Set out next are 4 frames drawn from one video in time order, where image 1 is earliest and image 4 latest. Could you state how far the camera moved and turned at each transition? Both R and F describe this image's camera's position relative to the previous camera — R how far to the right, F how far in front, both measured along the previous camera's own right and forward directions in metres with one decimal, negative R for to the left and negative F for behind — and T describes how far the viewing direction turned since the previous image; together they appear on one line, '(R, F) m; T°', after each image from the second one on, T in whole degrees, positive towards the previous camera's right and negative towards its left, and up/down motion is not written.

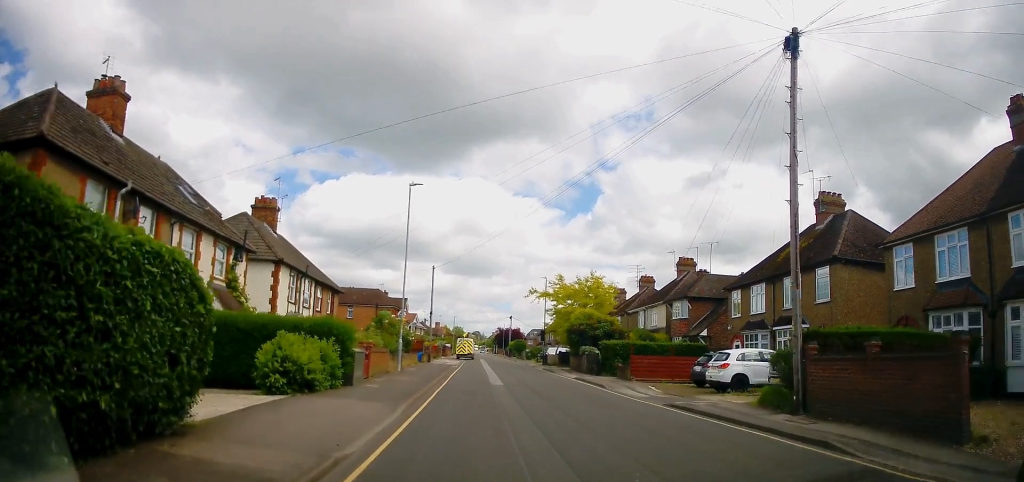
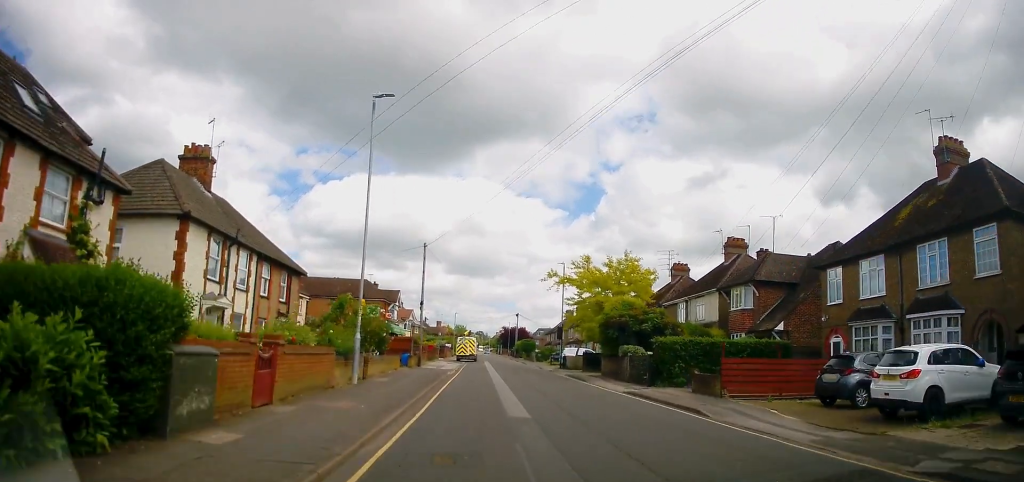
(+0.3, +10.2) m; +2°
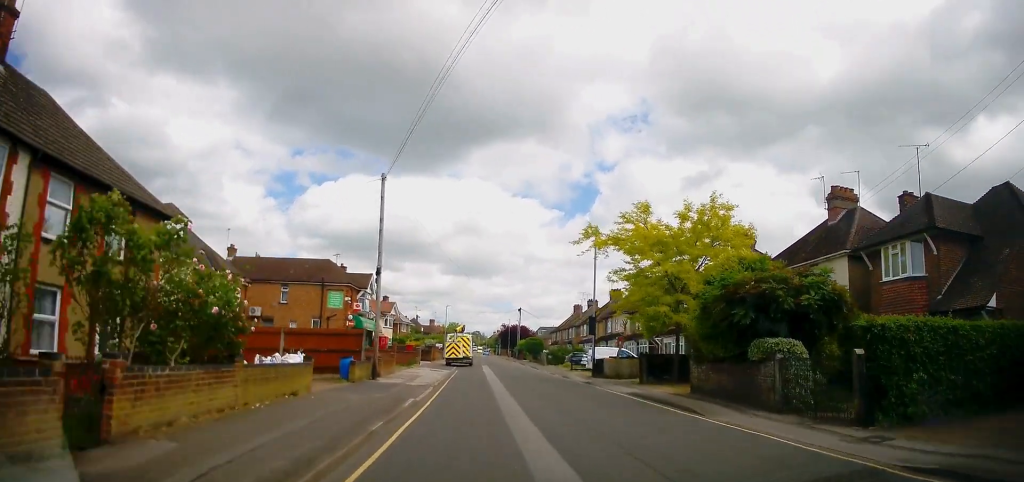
(-0.9, +14.4) m; -4°
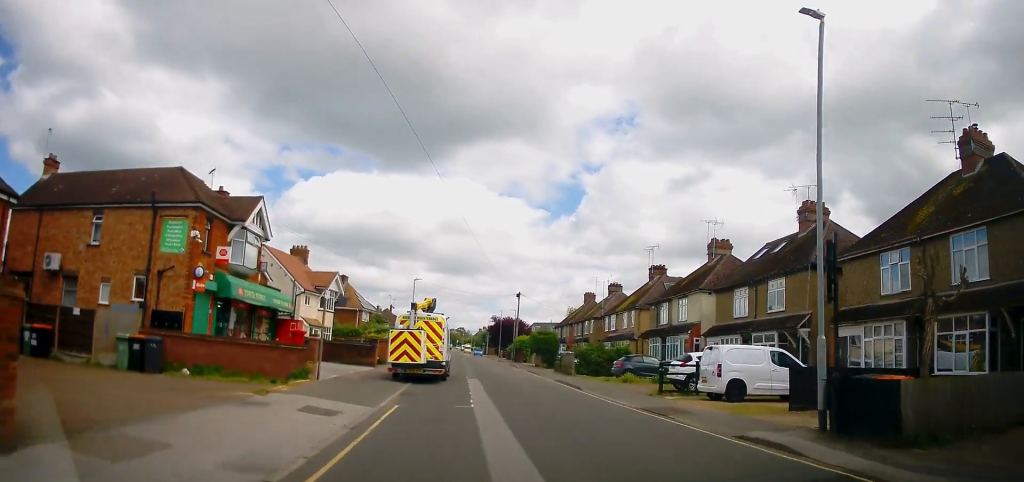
(+1.5, +23.7) m; +1°
